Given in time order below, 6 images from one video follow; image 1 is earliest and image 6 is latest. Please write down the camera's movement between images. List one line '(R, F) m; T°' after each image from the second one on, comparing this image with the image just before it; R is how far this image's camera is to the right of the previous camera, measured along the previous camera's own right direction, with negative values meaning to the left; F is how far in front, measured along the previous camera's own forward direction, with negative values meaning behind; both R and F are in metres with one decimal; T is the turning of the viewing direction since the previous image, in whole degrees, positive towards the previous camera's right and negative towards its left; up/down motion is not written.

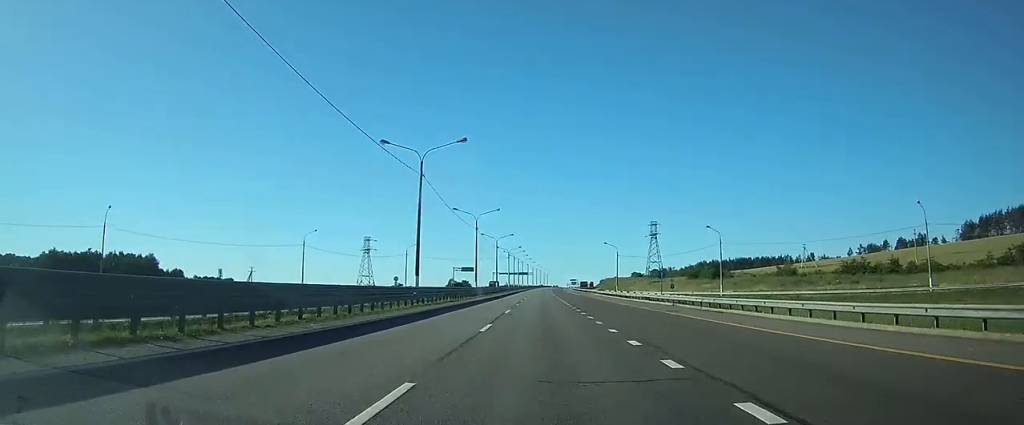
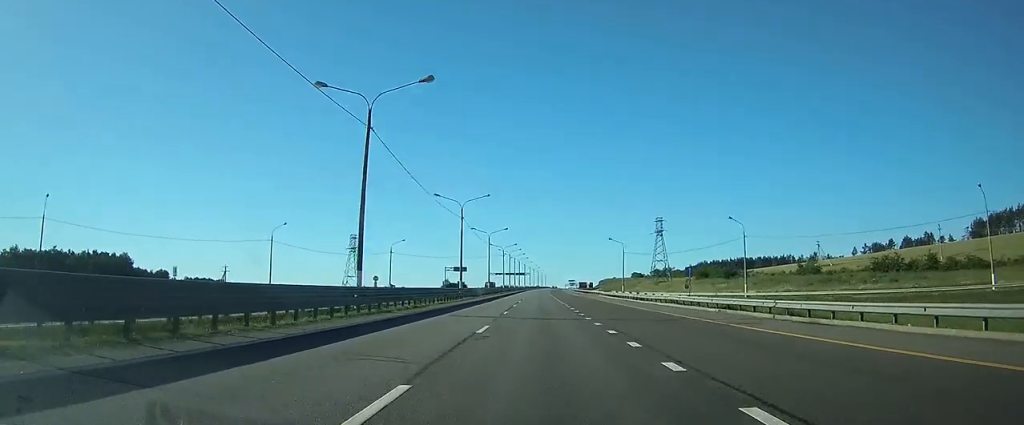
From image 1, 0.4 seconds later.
(0.0, +12.2) m; 0°
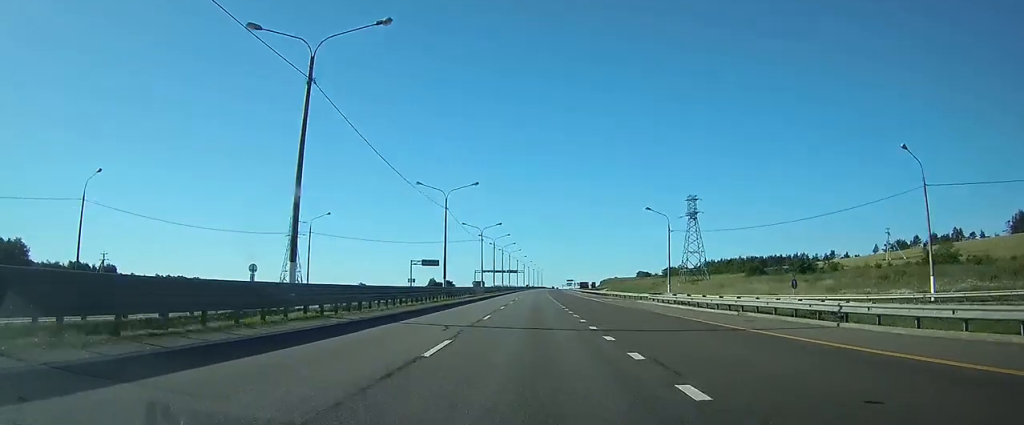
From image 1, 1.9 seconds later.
(+0.1, +41.8) m; 0°
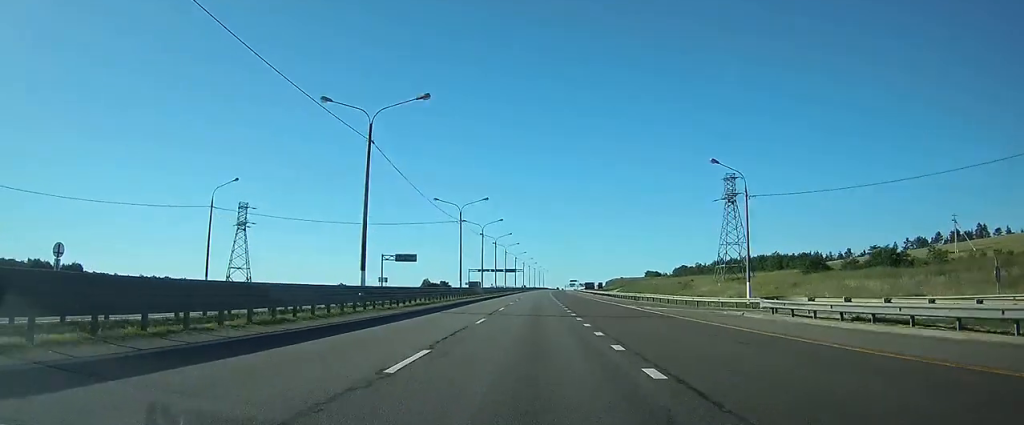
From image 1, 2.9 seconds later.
(+0.1, +26.0) m; 0°
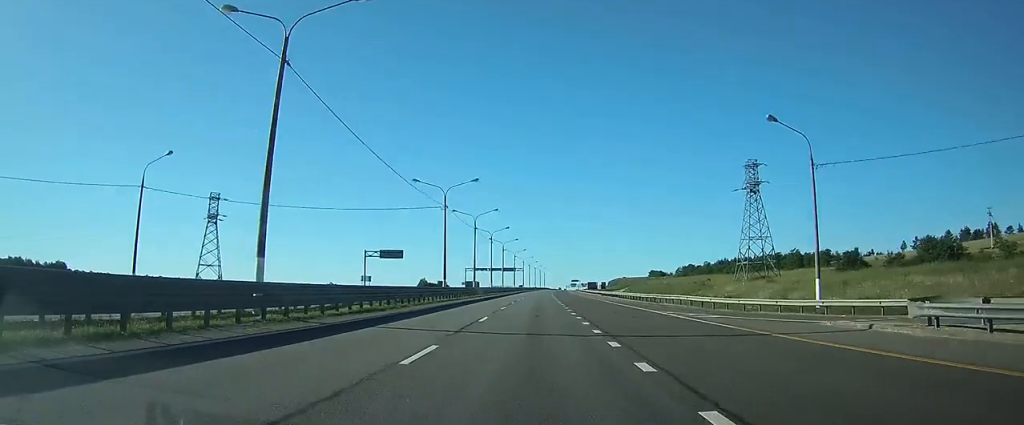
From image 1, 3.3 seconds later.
(0.0, +11.1) m; 0°
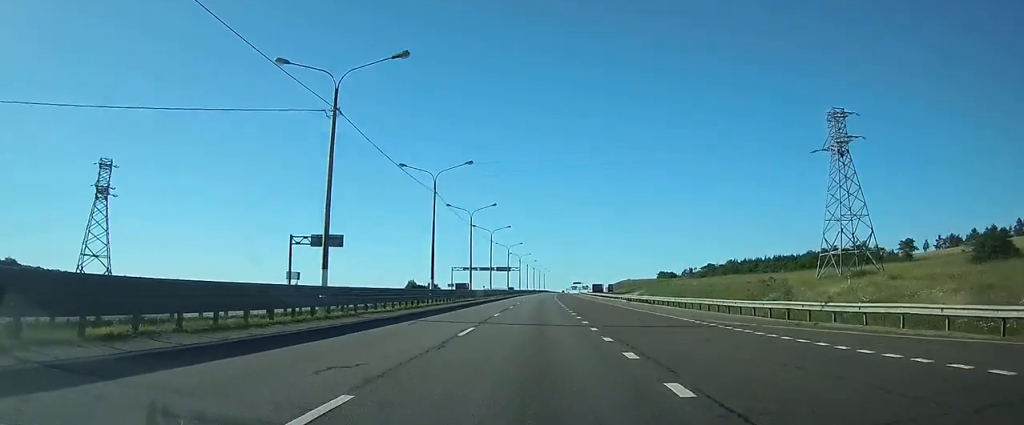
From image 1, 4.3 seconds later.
(0.0, +29.6) m; 0°
